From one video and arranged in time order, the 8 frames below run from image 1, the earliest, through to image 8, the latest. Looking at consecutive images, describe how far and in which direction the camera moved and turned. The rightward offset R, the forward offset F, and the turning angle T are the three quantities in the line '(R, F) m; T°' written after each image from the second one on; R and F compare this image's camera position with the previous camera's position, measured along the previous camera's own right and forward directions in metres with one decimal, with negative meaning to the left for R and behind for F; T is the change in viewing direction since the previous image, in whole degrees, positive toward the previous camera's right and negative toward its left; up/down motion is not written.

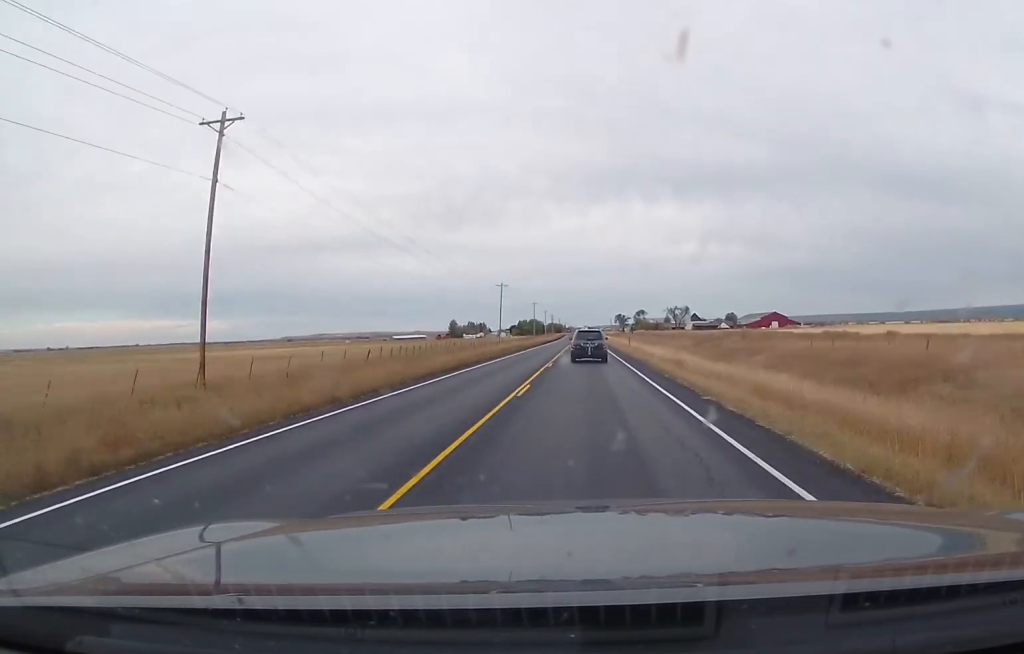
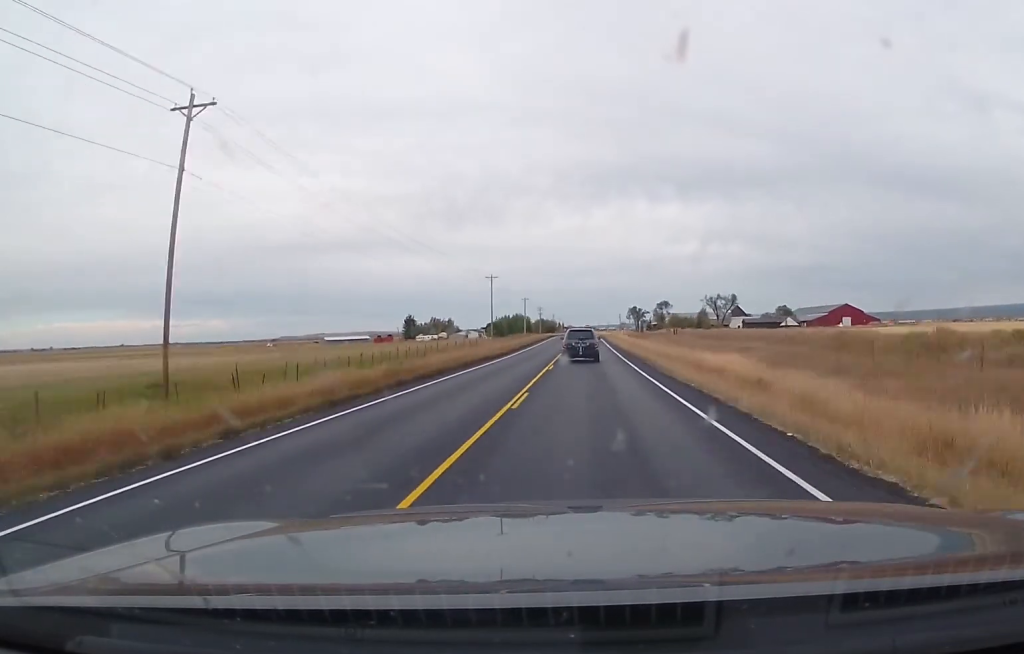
(+0.4, +108.6) m; 0°
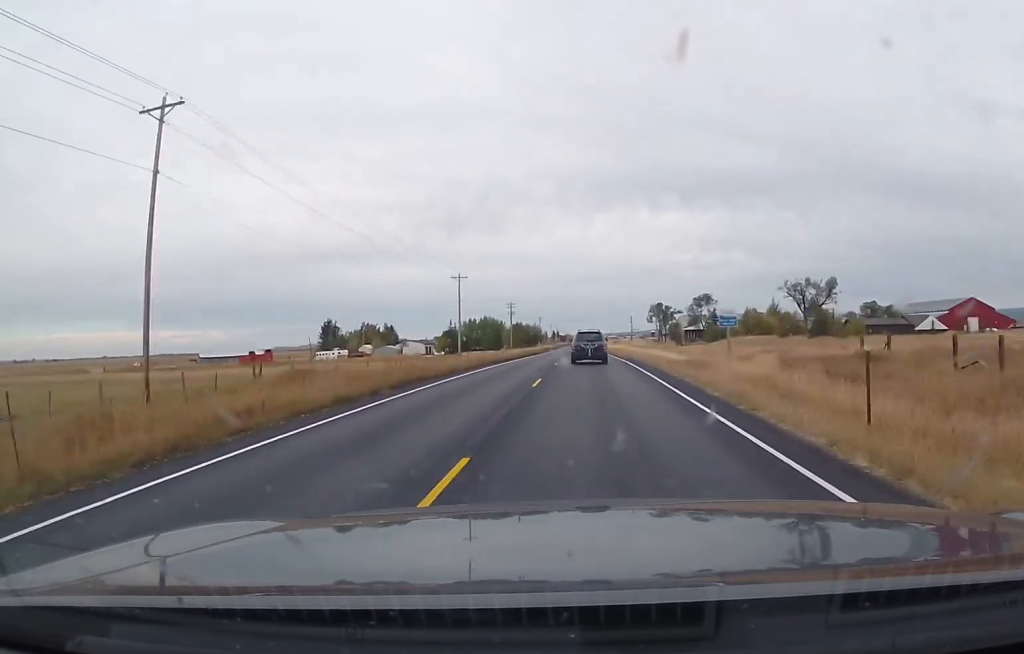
(+0.1, +96.5) m; 0°
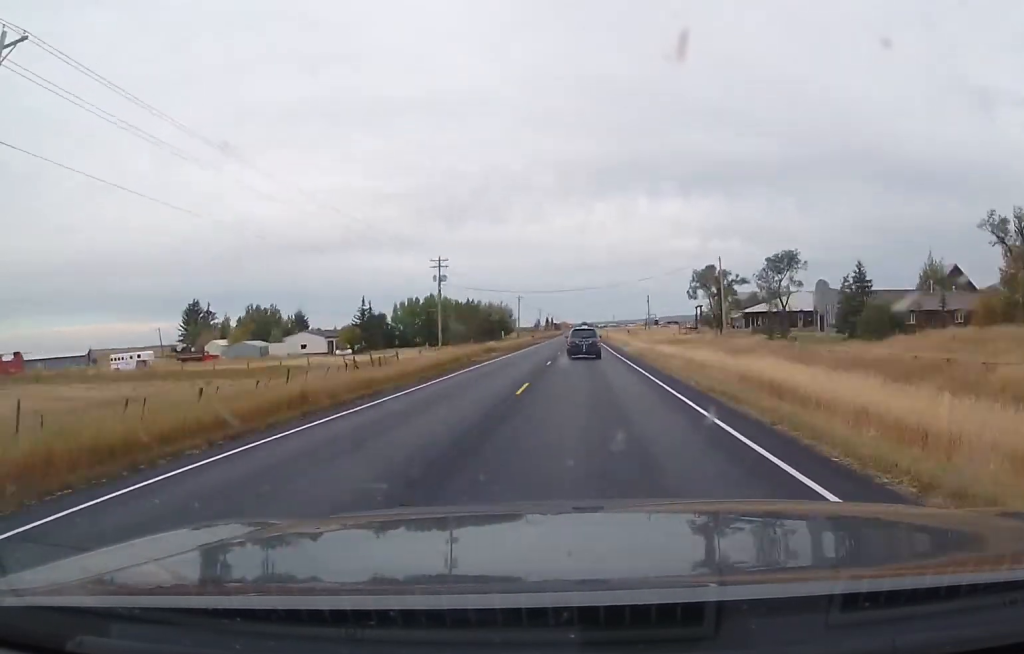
(-0.2, +83.7) m; 0°
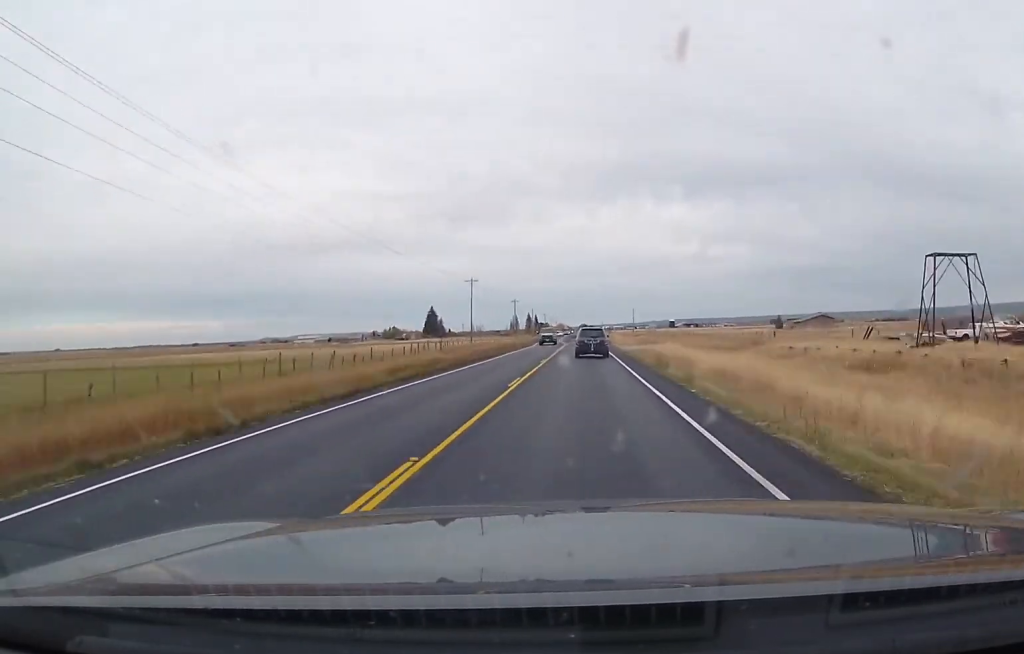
(+0.8, +179.4) m; 0°
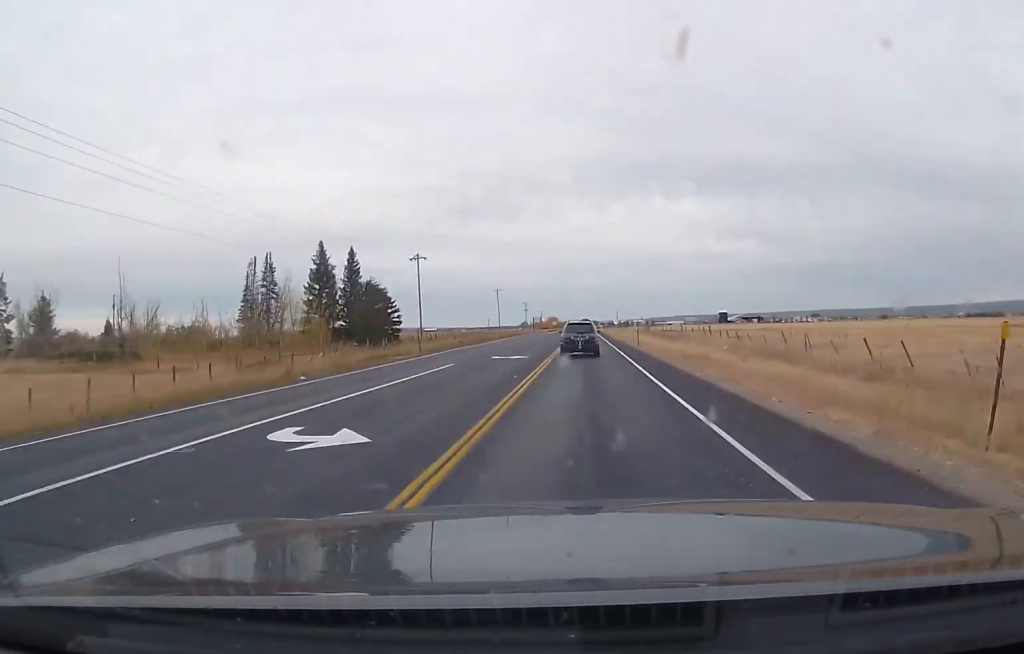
(-1.9, +295.8) m; -1°
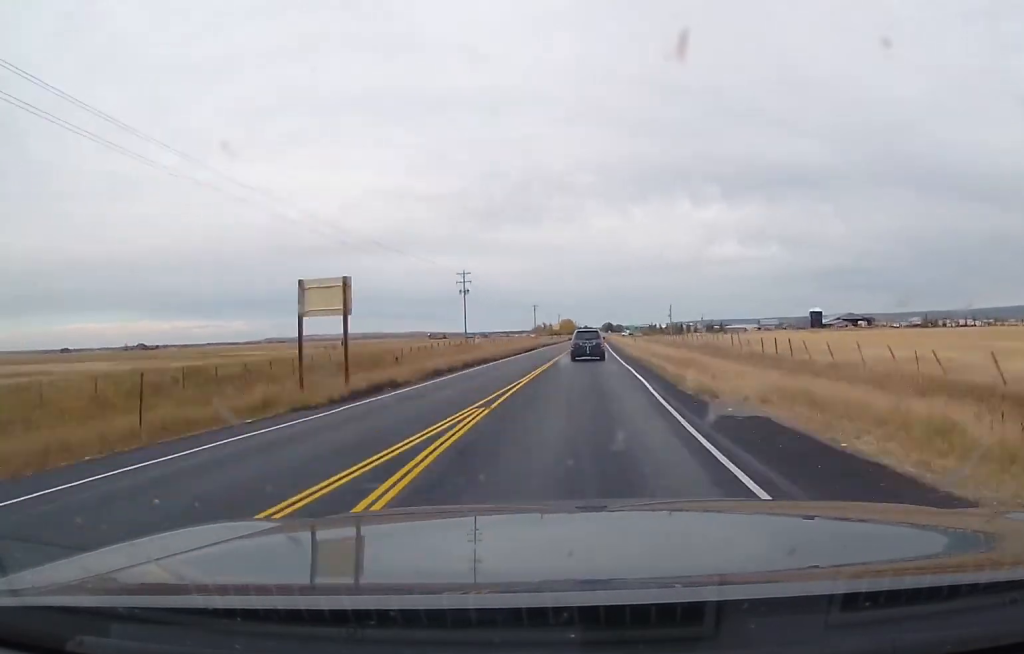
(-1.0, +190.4) m; 0°
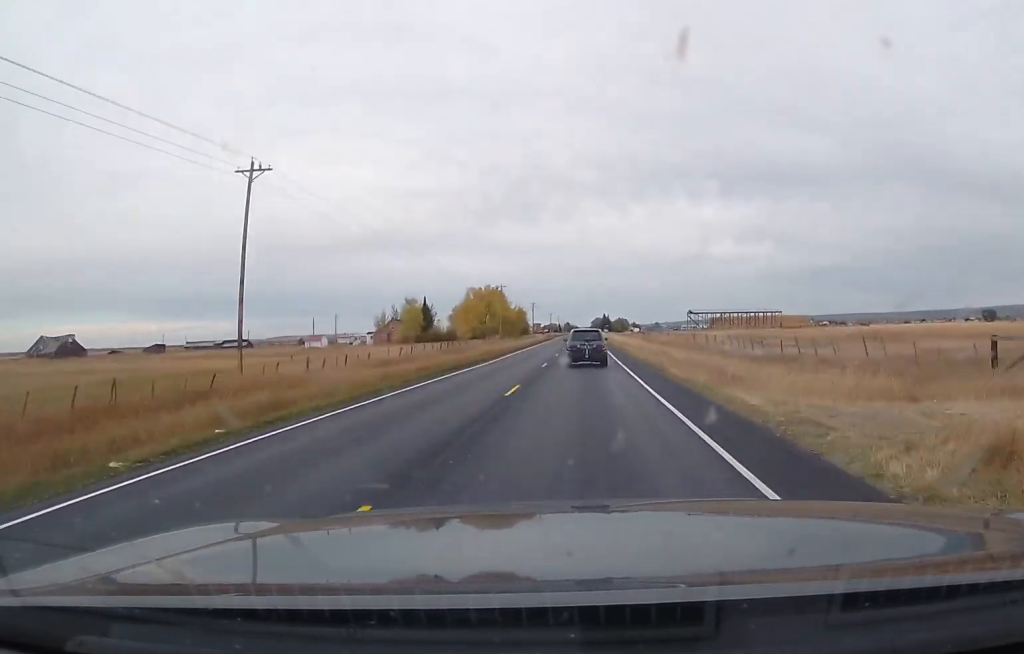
(+0.8, +553.3) m; 0°
